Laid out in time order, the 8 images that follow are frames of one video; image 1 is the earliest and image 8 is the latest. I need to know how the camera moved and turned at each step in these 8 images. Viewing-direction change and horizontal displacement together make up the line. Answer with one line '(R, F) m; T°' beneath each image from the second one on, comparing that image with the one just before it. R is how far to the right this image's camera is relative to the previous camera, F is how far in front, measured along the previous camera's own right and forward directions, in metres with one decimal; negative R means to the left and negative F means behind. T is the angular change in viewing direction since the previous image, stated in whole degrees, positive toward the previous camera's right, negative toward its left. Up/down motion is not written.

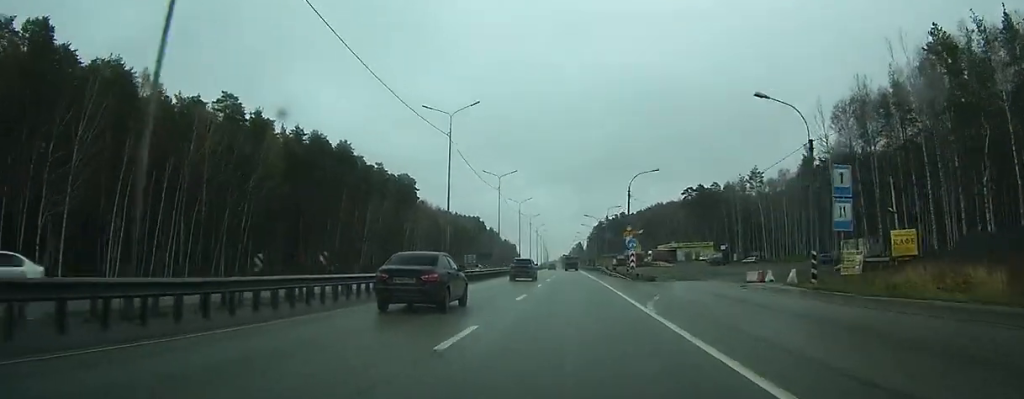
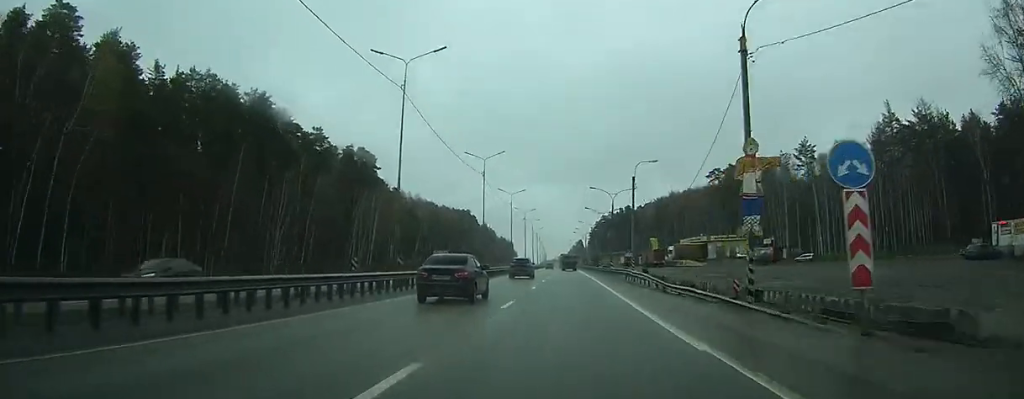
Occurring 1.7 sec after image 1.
(-0.1, +40.8) m; 0°
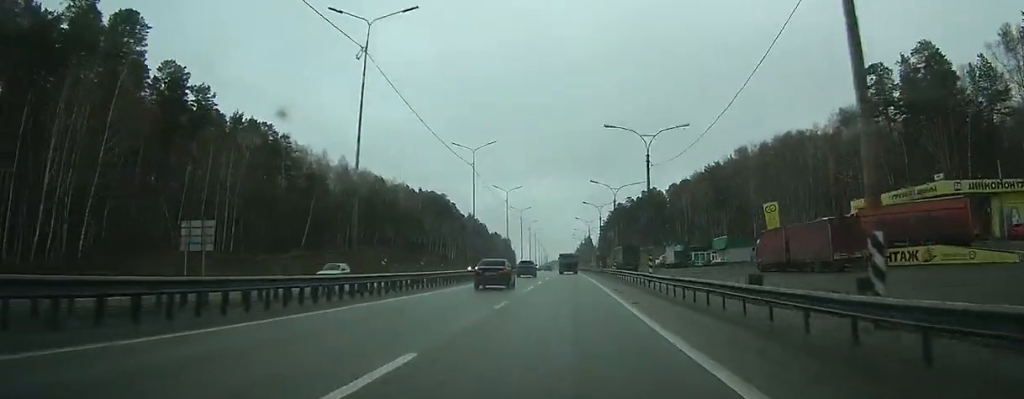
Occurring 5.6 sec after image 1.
(-0.1, +94.8) m; 0°
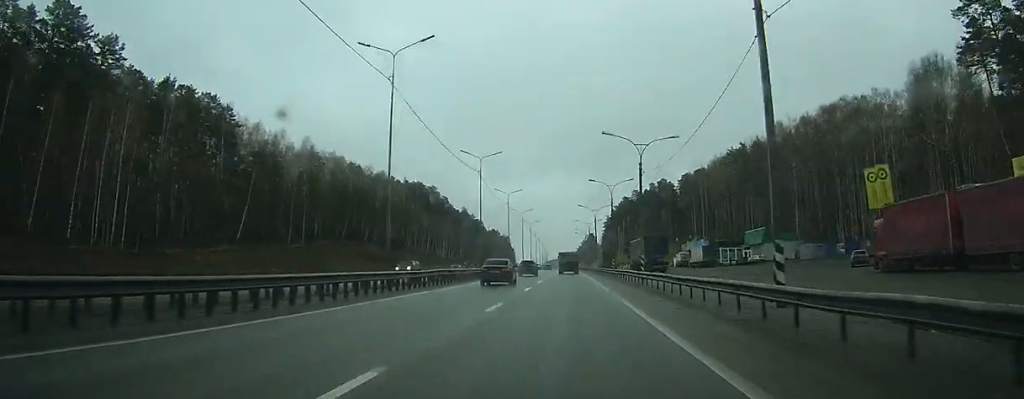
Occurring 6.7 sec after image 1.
(-0.1, +25.4) m; 0°
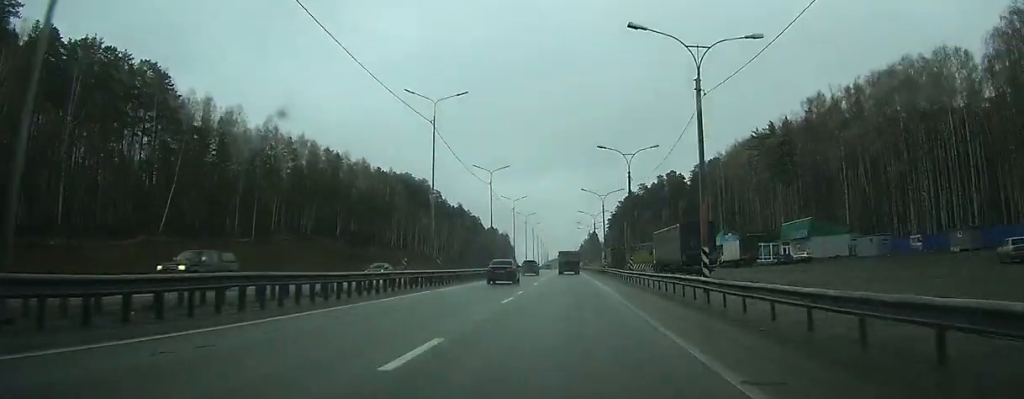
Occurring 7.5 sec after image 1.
(-0.1, +20.6) m; 0°
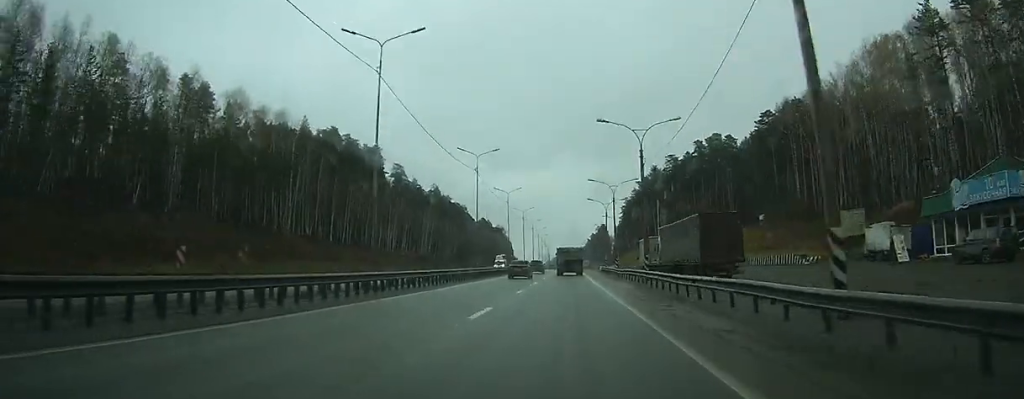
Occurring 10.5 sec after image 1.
(-0.3, +70.9) m; 0°
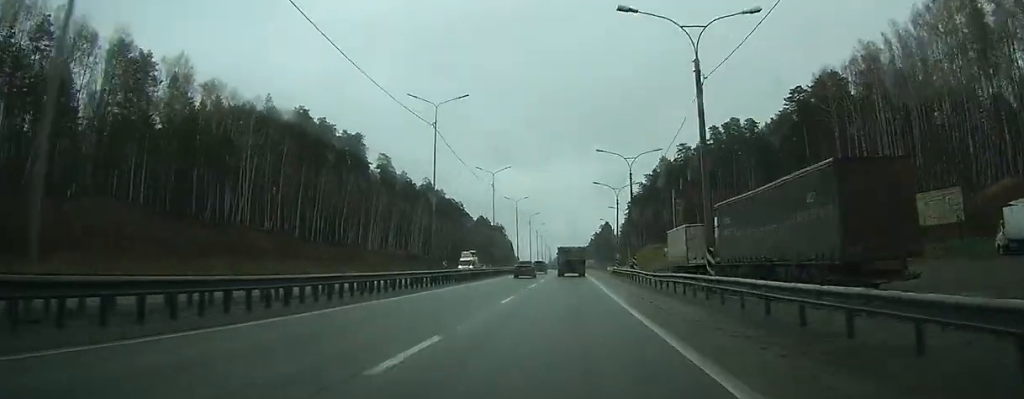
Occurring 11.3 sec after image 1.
(0.0, +18.9) m; 0°
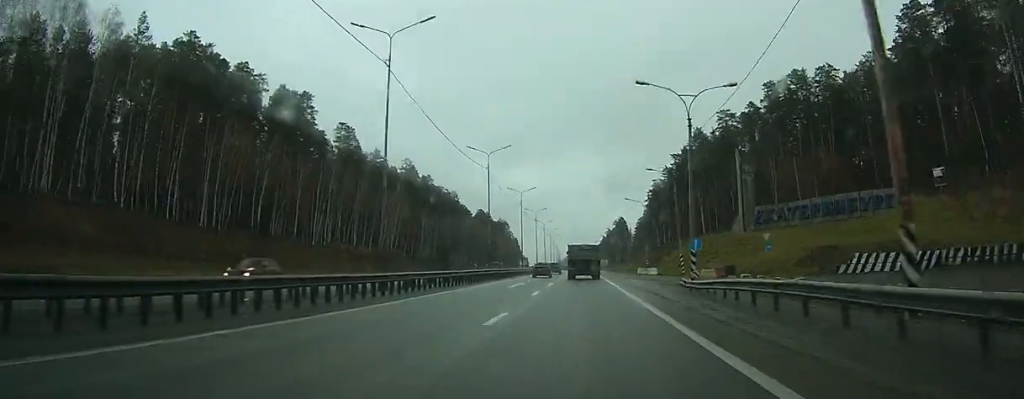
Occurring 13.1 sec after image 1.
(-0.3, +42.9) m; -1°
